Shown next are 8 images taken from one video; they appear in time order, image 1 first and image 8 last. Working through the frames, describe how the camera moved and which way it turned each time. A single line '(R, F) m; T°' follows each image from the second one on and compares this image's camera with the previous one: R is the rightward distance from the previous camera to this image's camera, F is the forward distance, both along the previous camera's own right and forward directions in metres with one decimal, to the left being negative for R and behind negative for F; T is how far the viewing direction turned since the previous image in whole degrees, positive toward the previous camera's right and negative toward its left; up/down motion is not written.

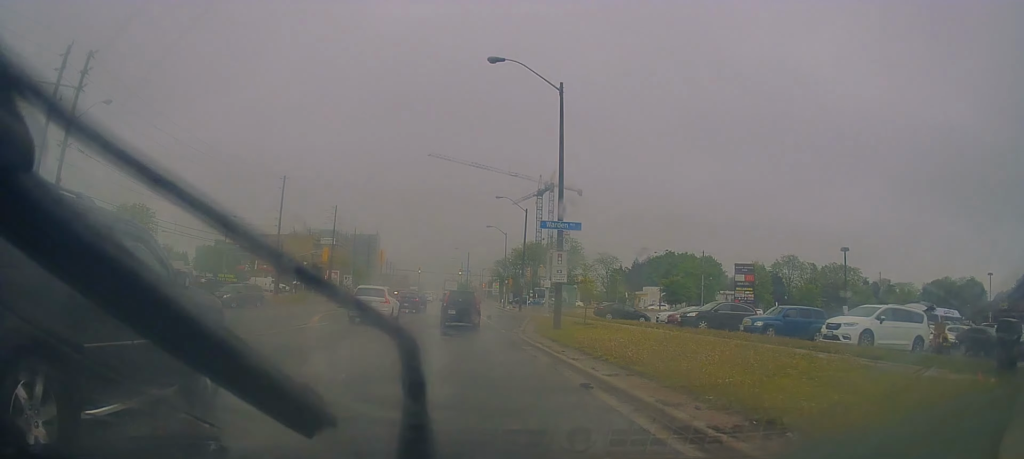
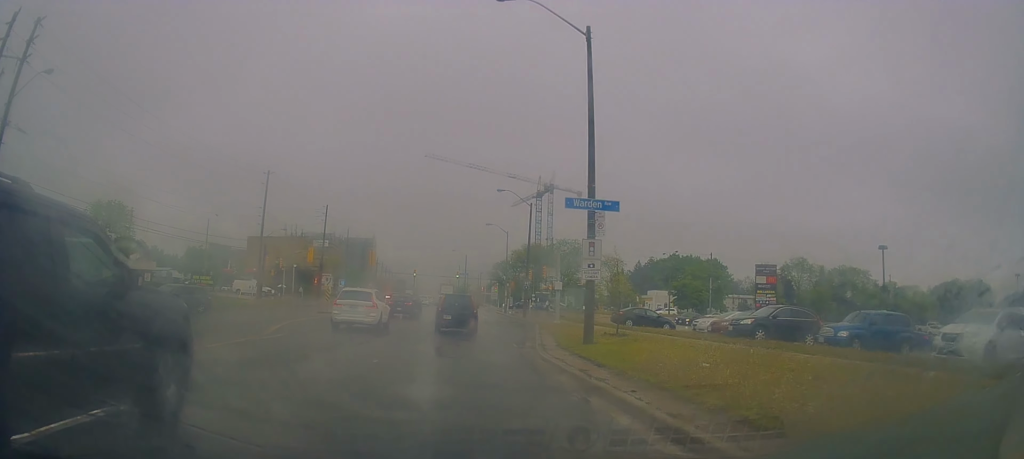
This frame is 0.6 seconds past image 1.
(0.0, +5.9) m; 0°
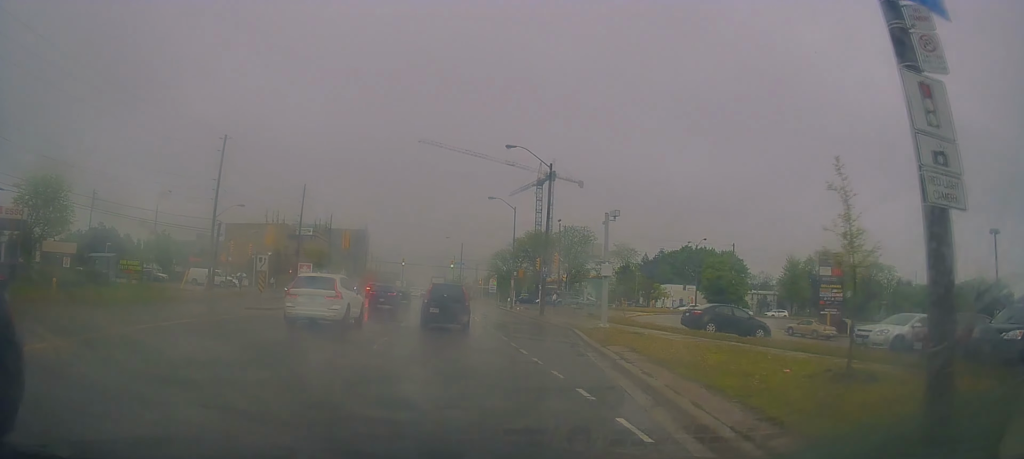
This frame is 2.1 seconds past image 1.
(-0.4, +12.8) m; -4°
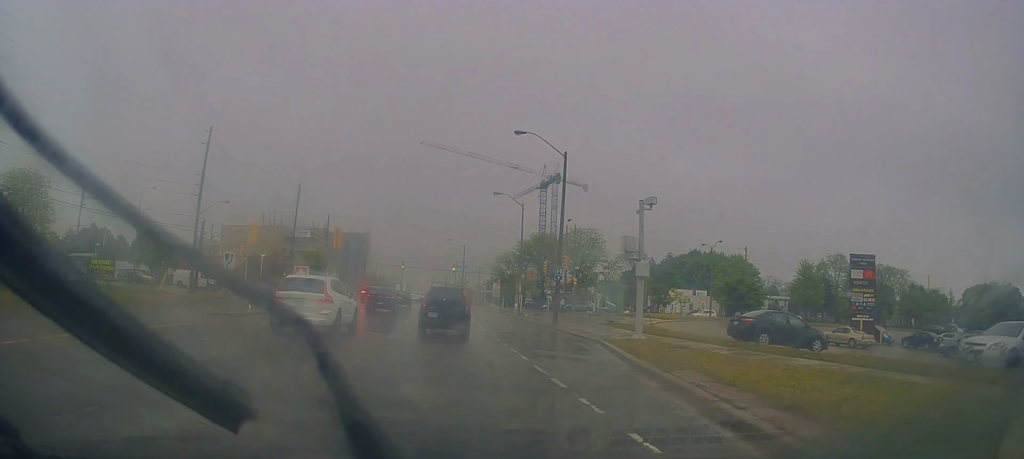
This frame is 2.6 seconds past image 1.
(-0.3, +4.5) m; 0°
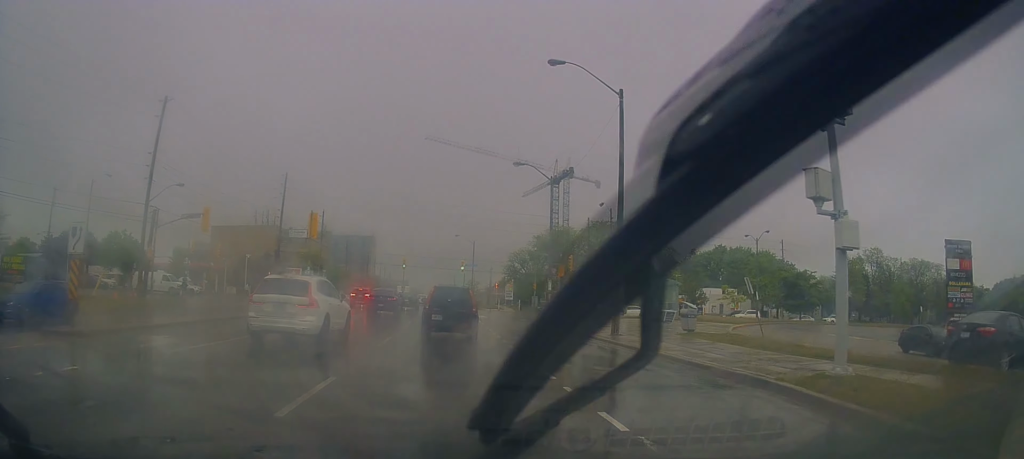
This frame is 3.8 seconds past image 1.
(+0.5, +11.0) m; +3°
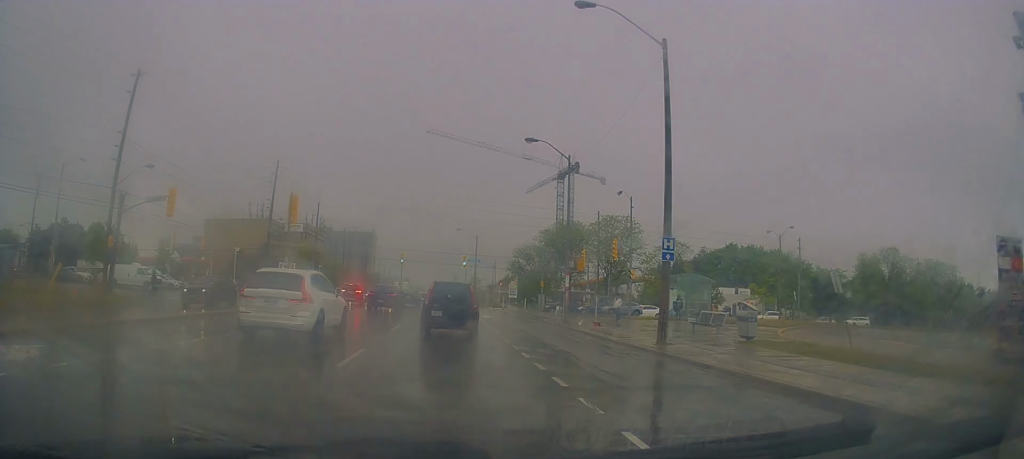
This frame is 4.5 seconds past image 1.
(0.0, +5.0) m; 0°
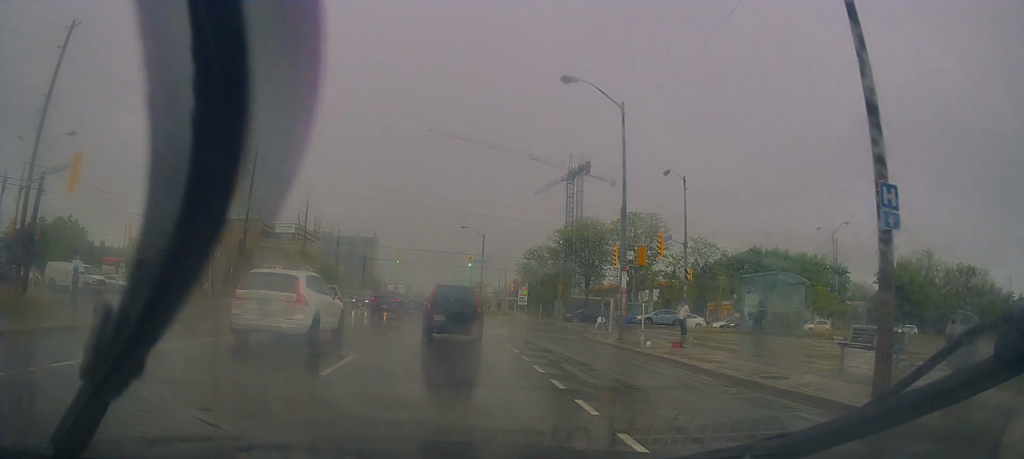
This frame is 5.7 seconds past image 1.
(0.0, +10.0) m; -4°
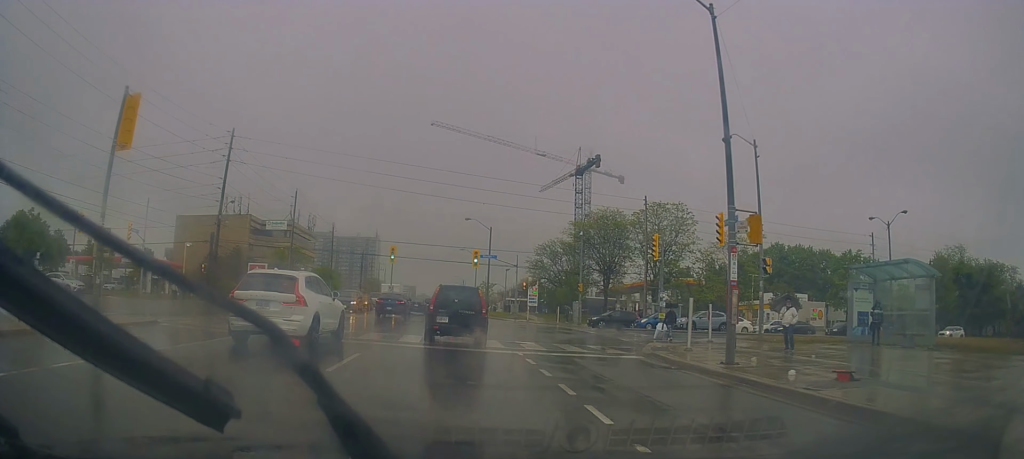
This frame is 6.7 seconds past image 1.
(-0.5, +8.3) m; -2°
